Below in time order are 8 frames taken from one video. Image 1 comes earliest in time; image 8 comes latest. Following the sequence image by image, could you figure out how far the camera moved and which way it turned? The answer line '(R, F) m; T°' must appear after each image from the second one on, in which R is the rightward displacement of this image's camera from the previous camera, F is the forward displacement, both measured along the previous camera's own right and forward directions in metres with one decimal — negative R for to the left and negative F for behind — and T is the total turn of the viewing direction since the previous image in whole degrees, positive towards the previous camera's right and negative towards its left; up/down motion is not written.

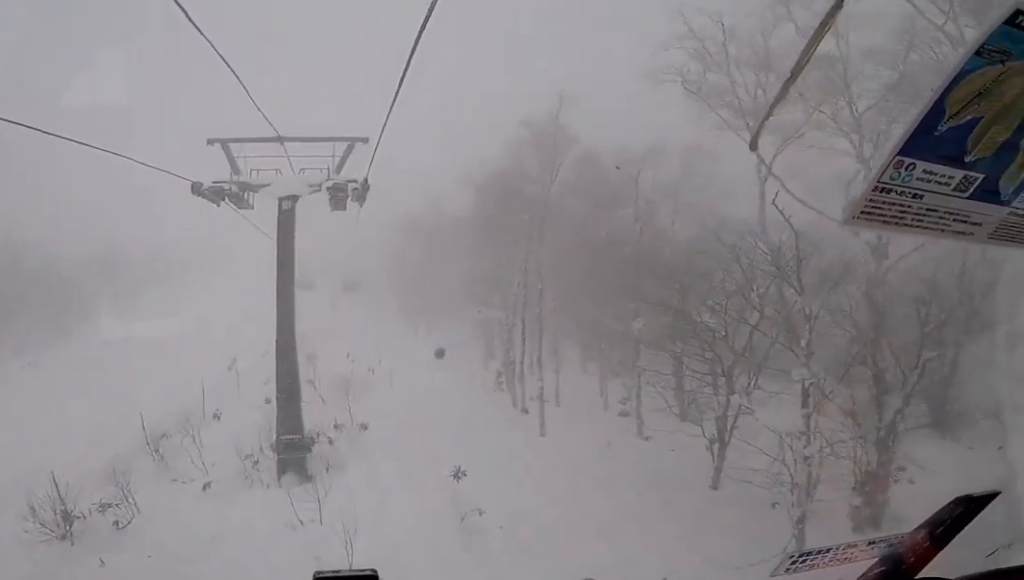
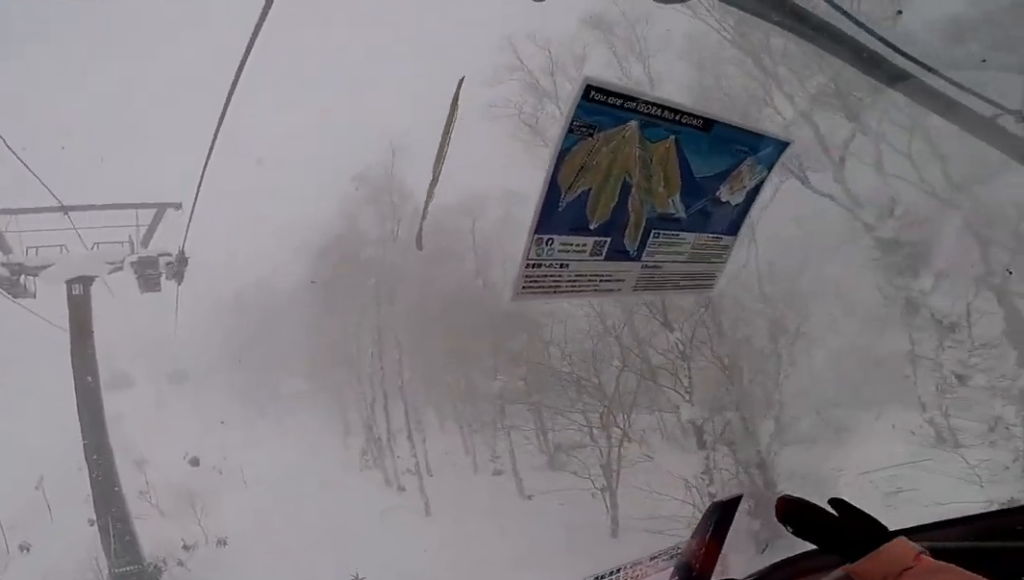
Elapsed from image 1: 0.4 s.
(0.0, +1.9) m; +2°
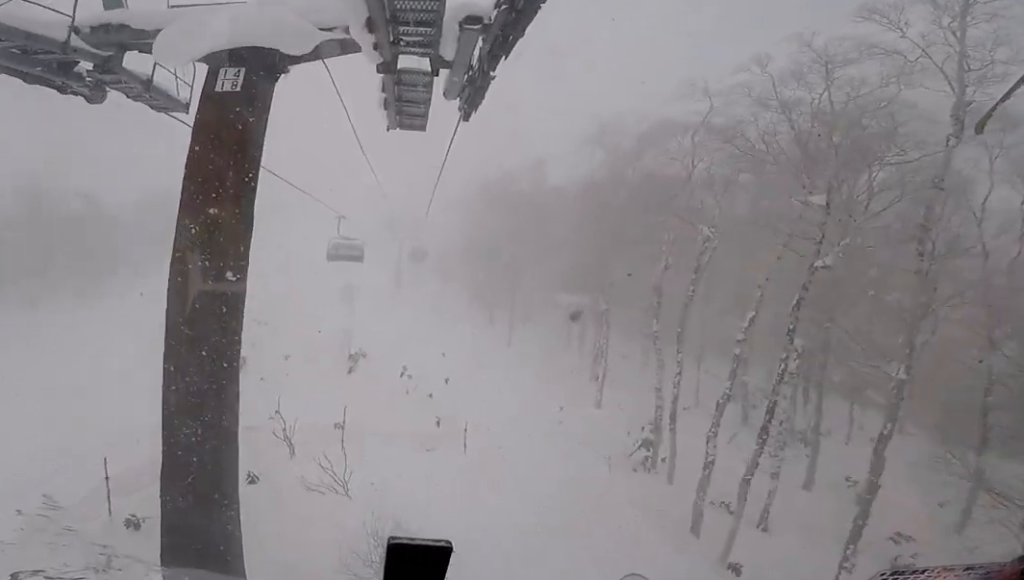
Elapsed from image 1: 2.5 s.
(0.0, +9.2) m; 0°
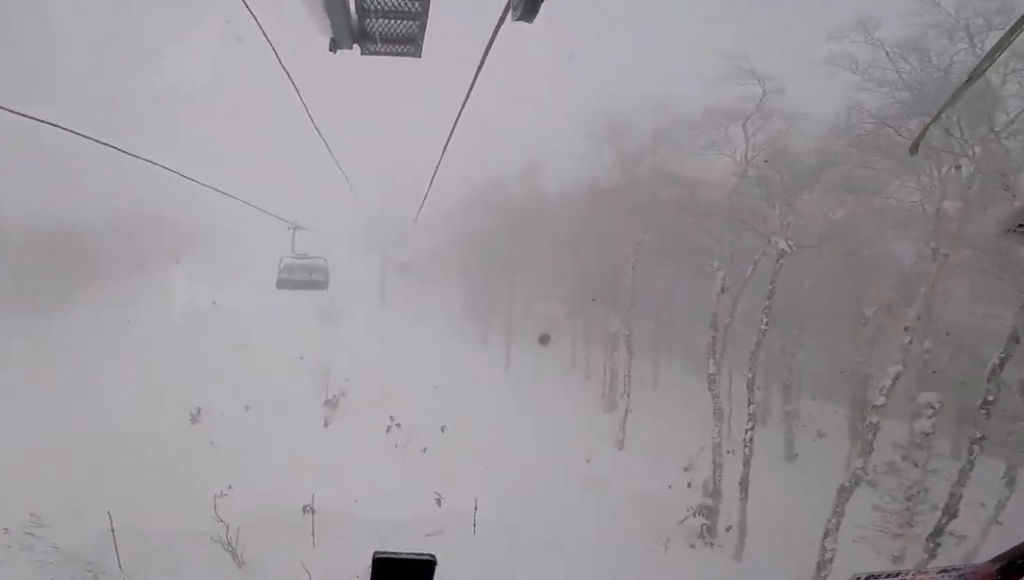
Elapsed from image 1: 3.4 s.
(+0.4, +4.3) m; -1°
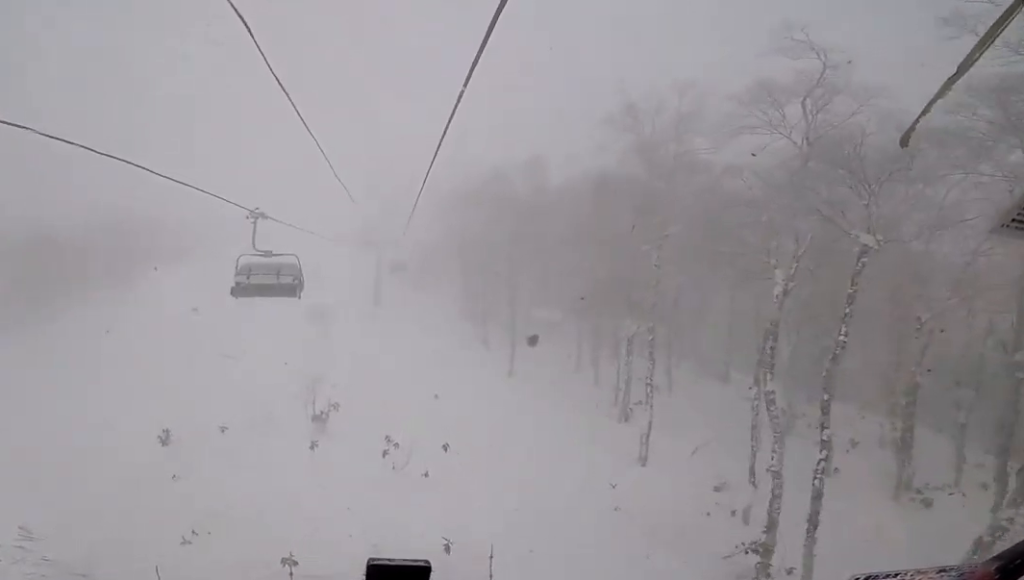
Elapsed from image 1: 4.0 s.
(-0.3, +2.5) m; -5°
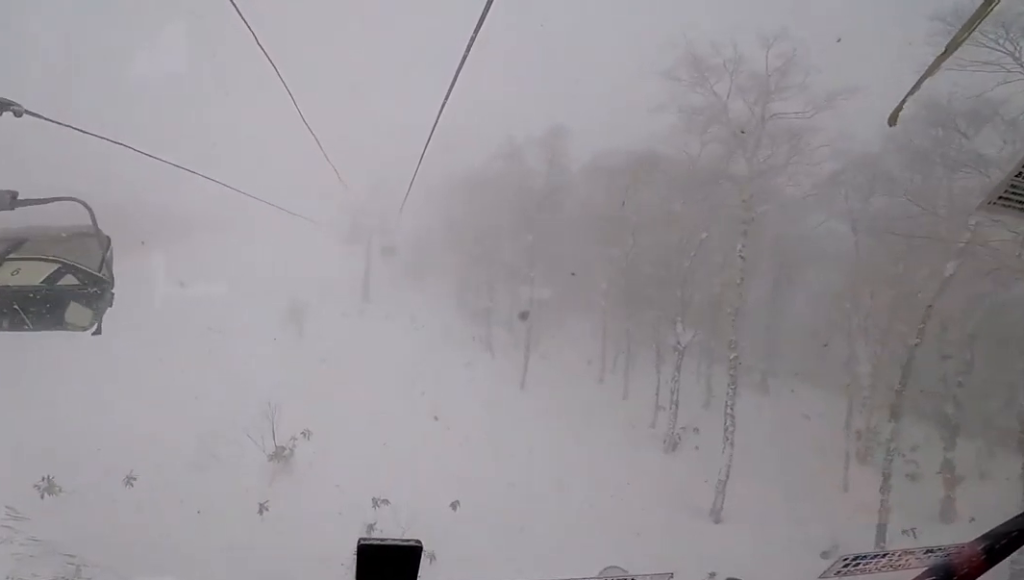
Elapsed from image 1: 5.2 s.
(-0.2, +5.4) m; +6°
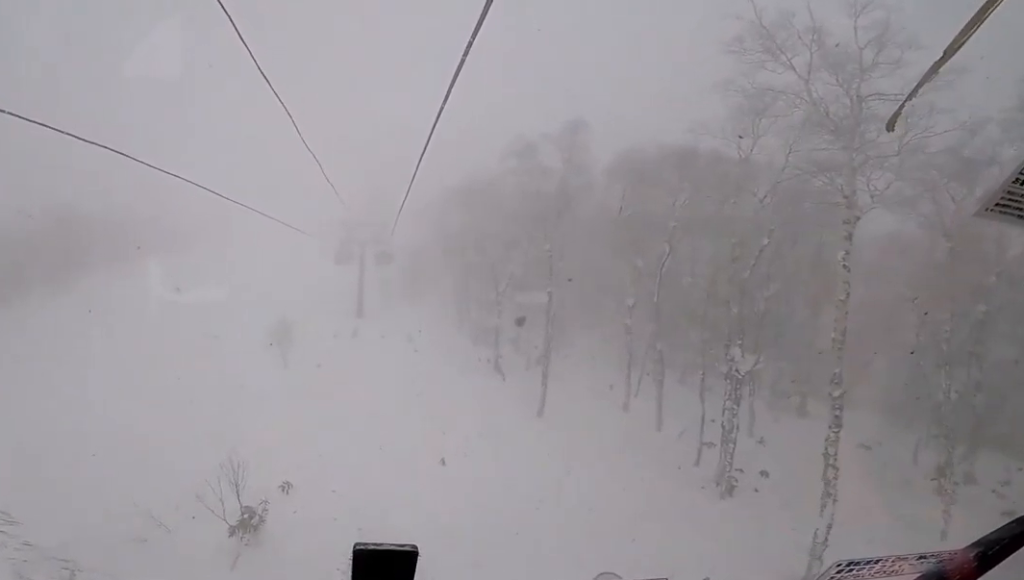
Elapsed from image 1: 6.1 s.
(+0.5, +3.8) m; 0°
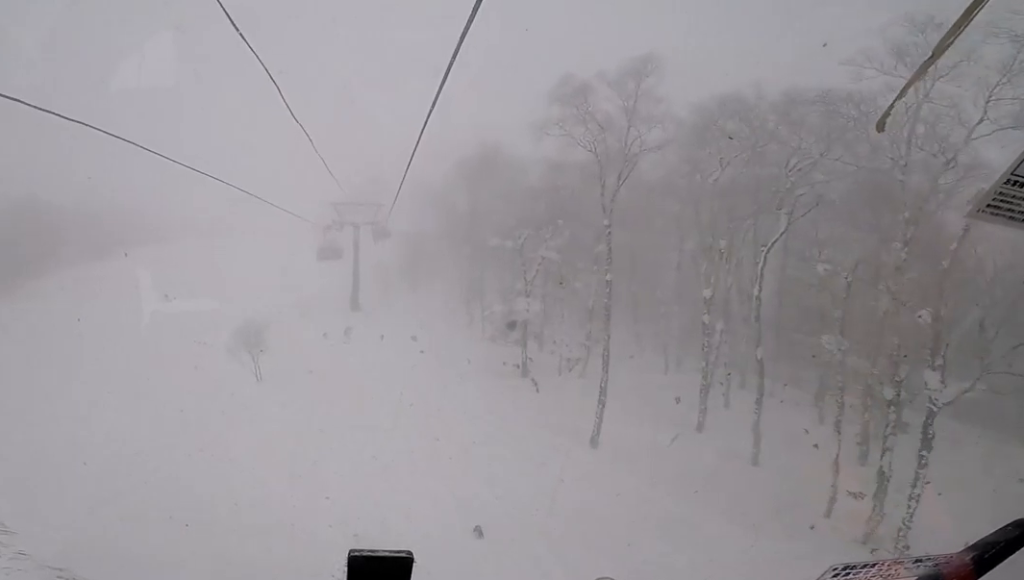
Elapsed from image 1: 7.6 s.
(-0.3, +6.6) m; 0°
